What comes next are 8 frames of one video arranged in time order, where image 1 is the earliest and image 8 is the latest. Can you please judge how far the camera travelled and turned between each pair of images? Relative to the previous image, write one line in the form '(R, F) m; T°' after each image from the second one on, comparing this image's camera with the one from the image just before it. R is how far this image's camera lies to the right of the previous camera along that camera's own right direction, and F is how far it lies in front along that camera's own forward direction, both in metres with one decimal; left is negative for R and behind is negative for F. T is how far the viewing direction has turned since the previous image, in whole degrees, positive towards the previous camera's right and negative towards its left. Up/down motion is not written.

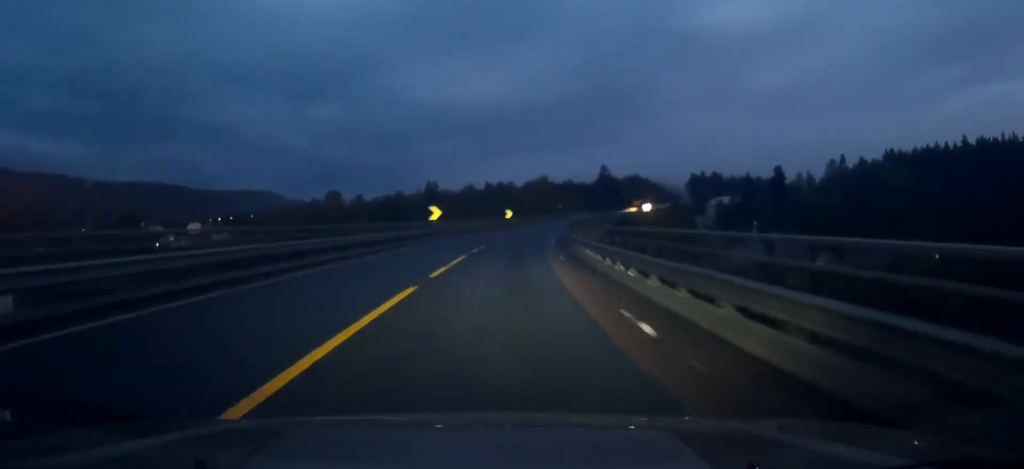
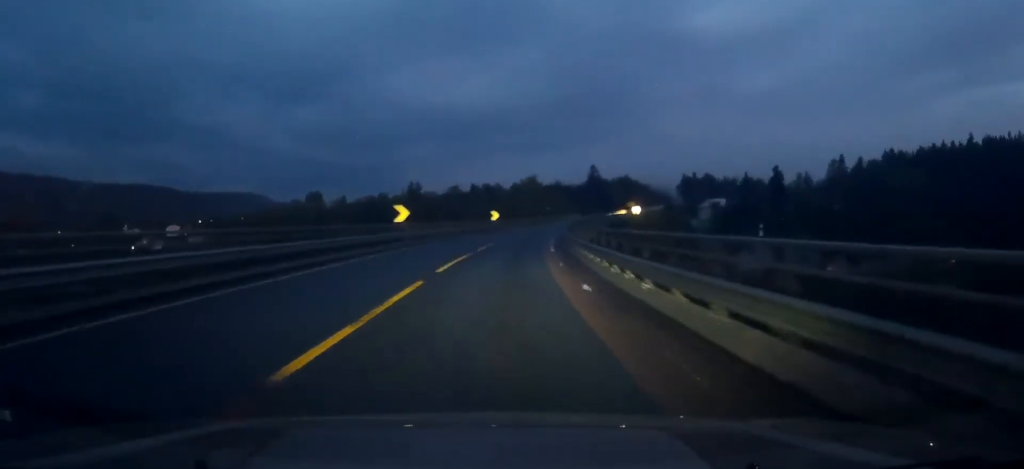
(-0.1, +10.3) m; +1°
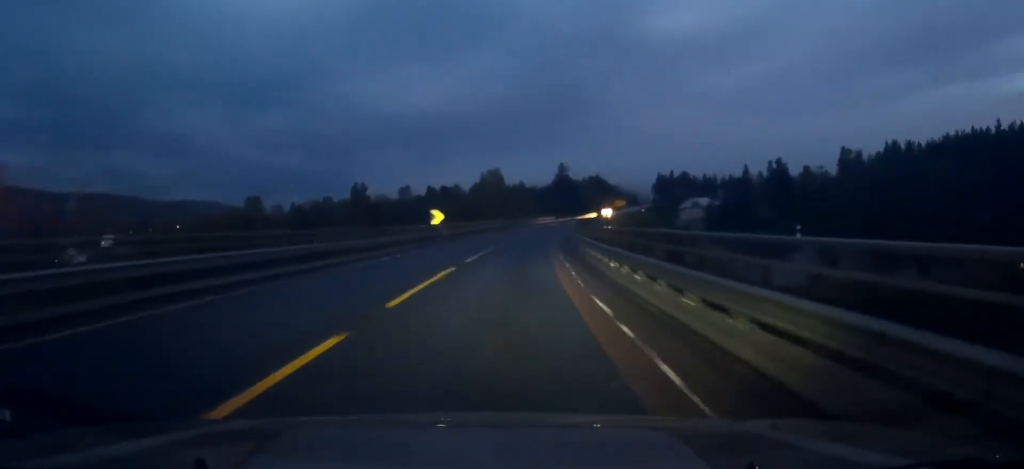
(+1.1, +31.0) m; +4°
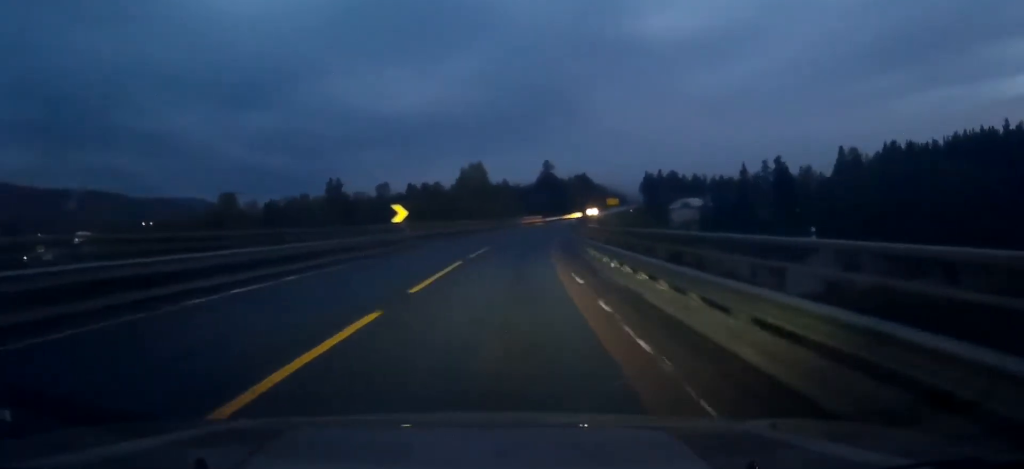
(+0.2, +10.3) m; +2°
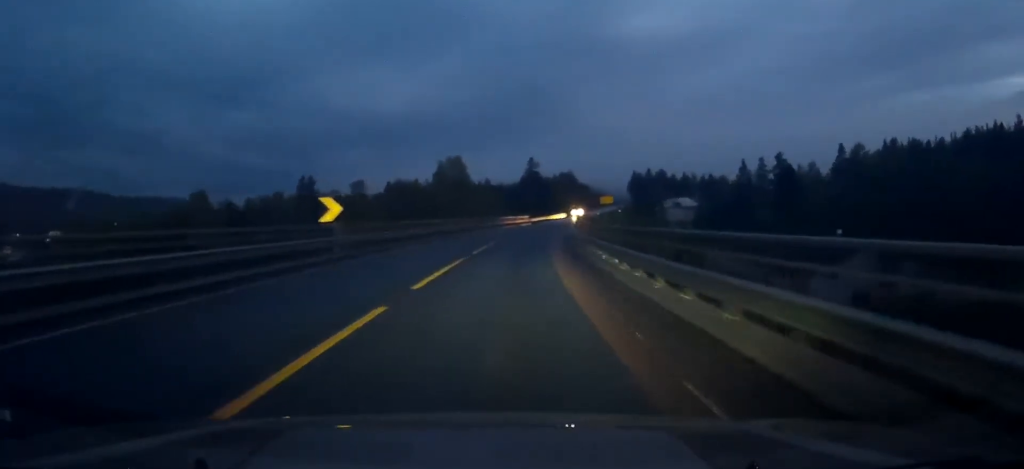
(+0.1, +12.1) m; +2°
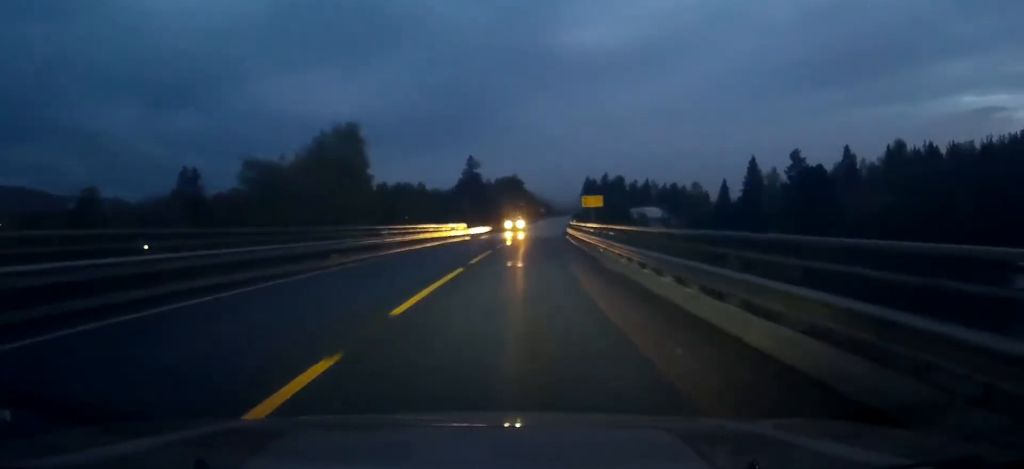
(+1.7, +38.8) m; +5°
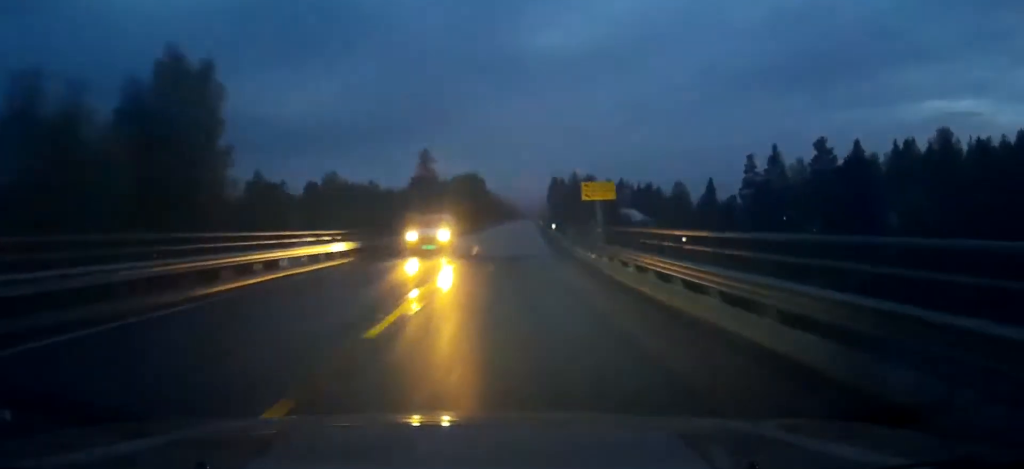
(+1.1, +25.7) m; +4°
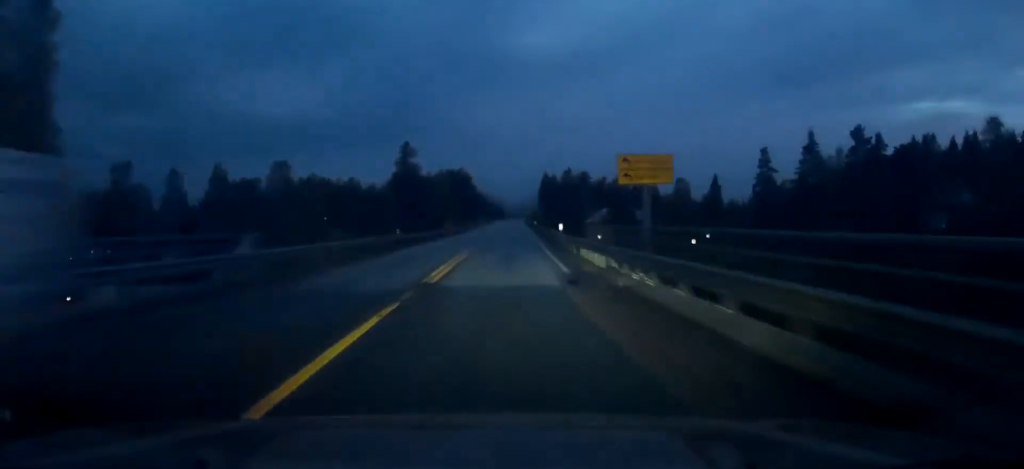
(+0.1, +14.7) m; +1°
